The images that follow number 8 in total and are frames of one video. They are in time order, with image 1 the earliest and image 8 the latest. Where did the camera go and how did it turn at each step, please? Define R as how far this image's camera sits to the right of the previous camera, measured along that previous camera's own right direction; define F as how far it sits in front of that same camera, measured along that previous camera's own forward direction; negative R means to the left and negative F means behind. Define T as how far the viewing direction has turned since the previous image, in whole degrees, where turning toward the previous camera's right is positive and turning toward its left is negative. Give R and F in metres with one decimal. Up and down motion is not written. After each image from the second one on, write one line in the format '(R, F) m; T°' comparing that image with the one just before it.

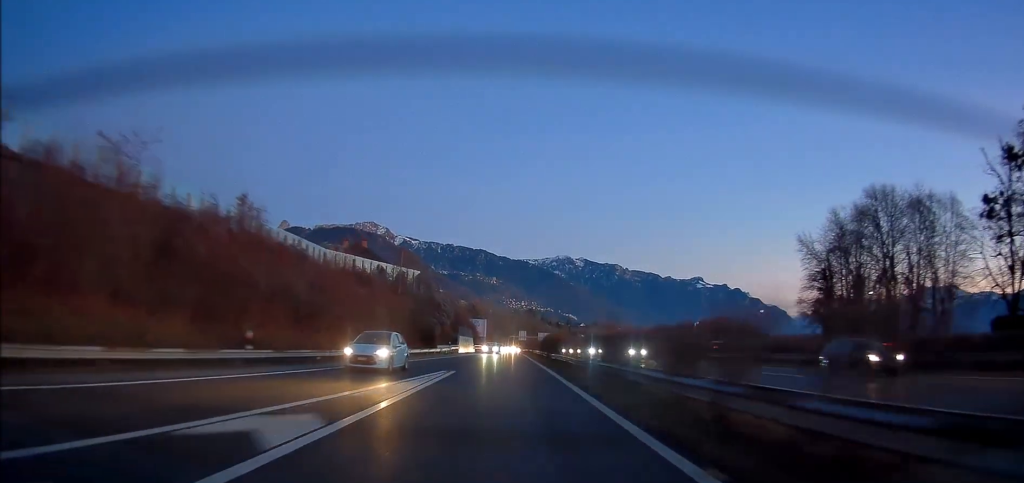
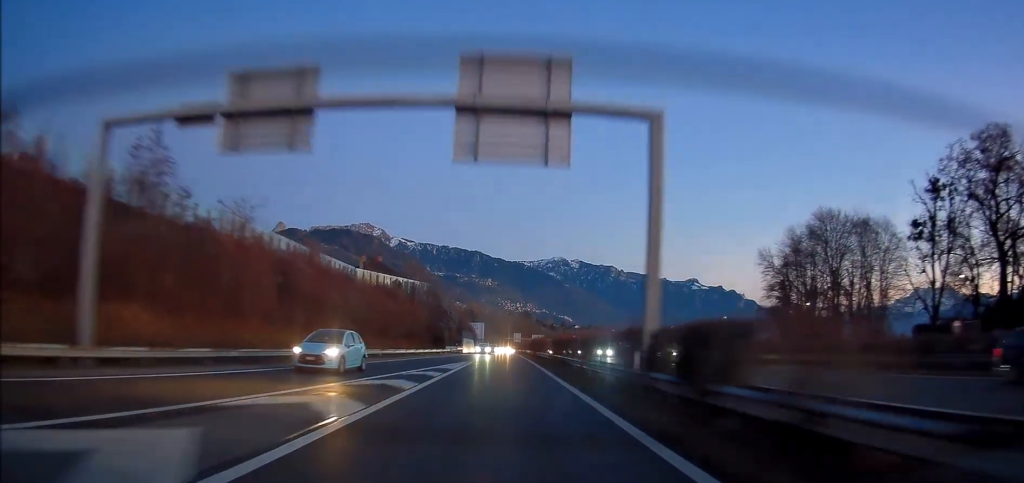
(+0.1, +15.5) m; 0°
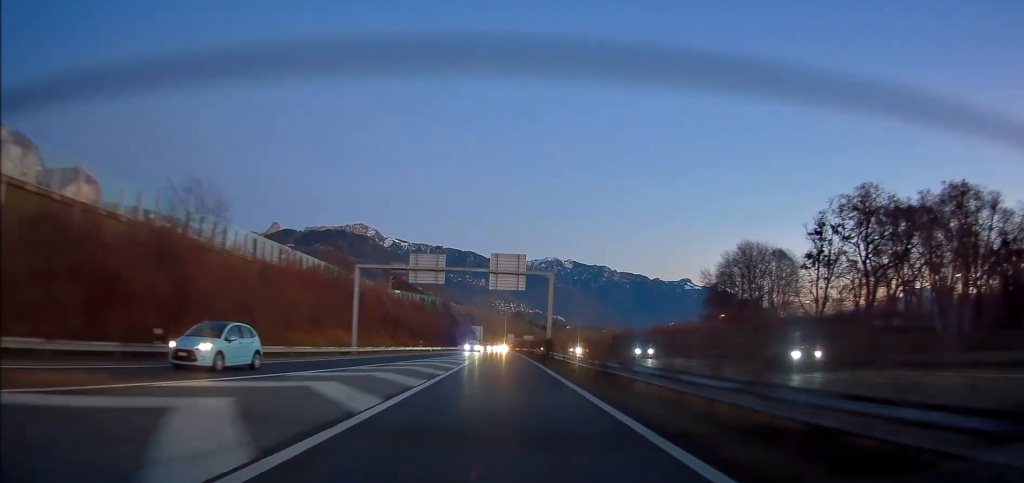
(0.0, +32.1) m; +1°
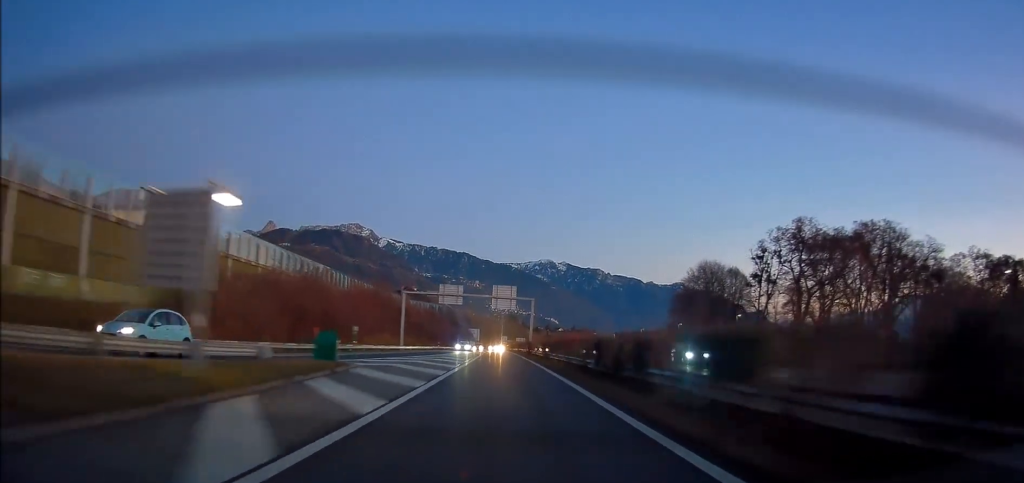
(+0.4, +24.5) m; +1°
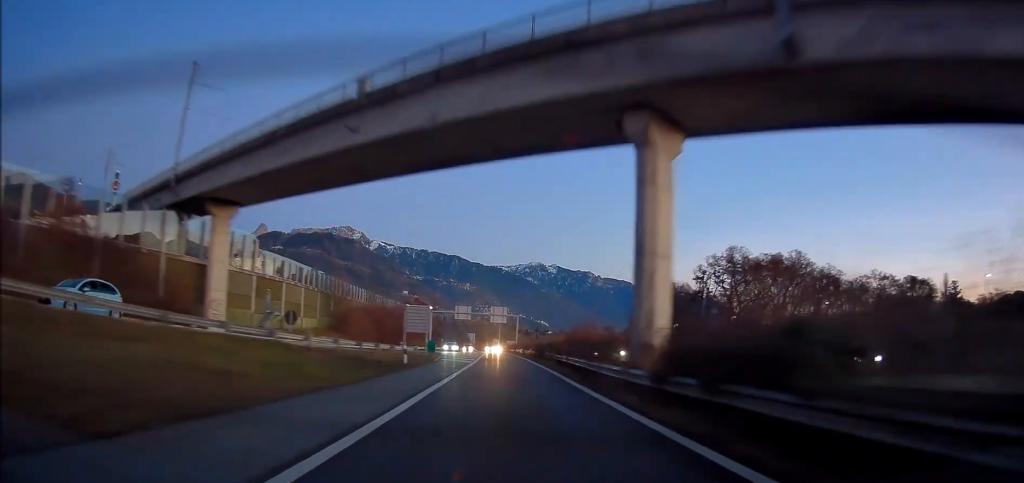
(-0.3, +35.7) m; -1°
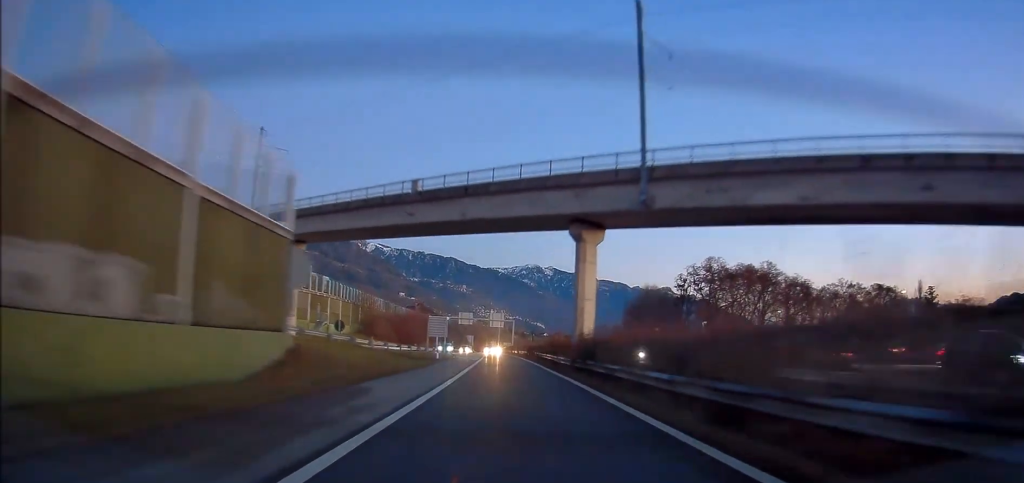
(+0.2, +15.7) m; +1°
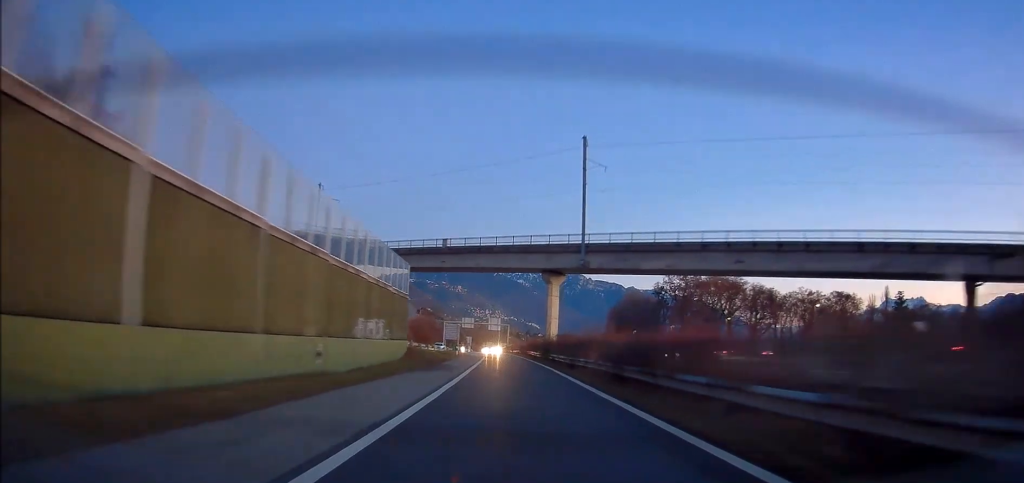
(+0.2, +22.0) m; +1°
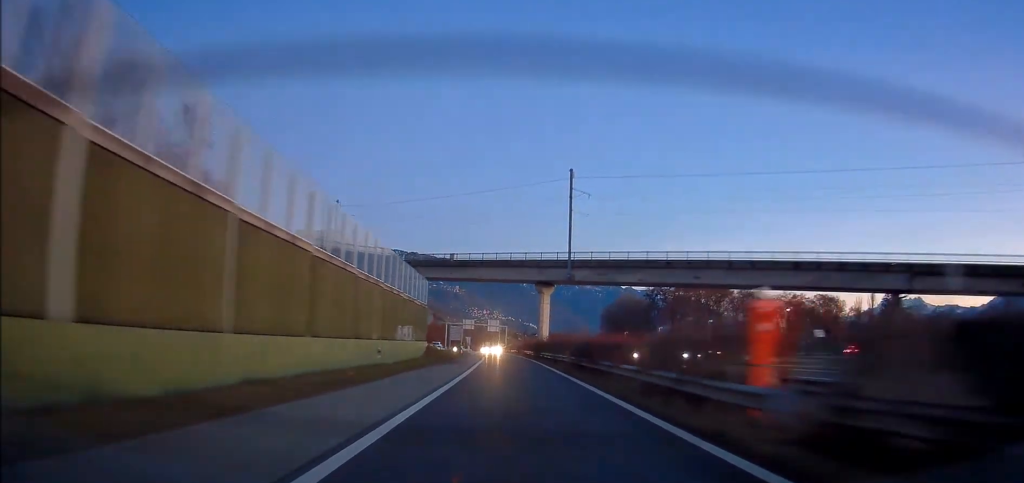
(0.0, +9.9) m; 0°
